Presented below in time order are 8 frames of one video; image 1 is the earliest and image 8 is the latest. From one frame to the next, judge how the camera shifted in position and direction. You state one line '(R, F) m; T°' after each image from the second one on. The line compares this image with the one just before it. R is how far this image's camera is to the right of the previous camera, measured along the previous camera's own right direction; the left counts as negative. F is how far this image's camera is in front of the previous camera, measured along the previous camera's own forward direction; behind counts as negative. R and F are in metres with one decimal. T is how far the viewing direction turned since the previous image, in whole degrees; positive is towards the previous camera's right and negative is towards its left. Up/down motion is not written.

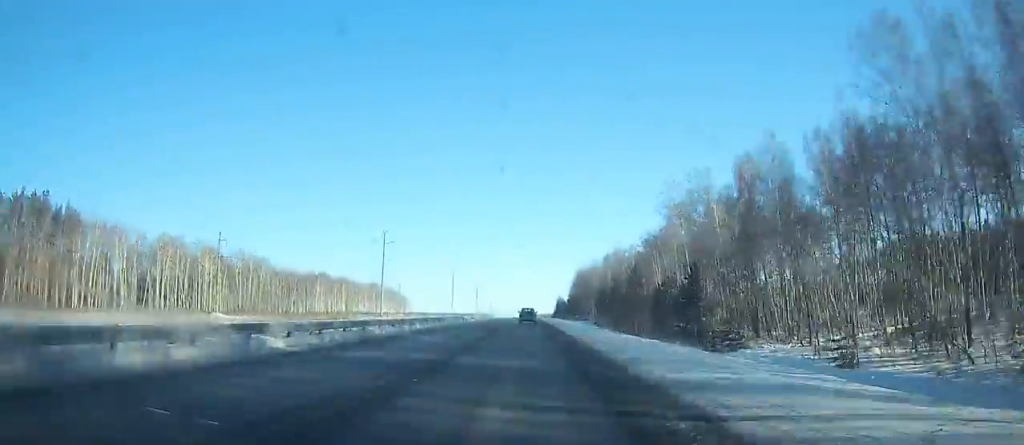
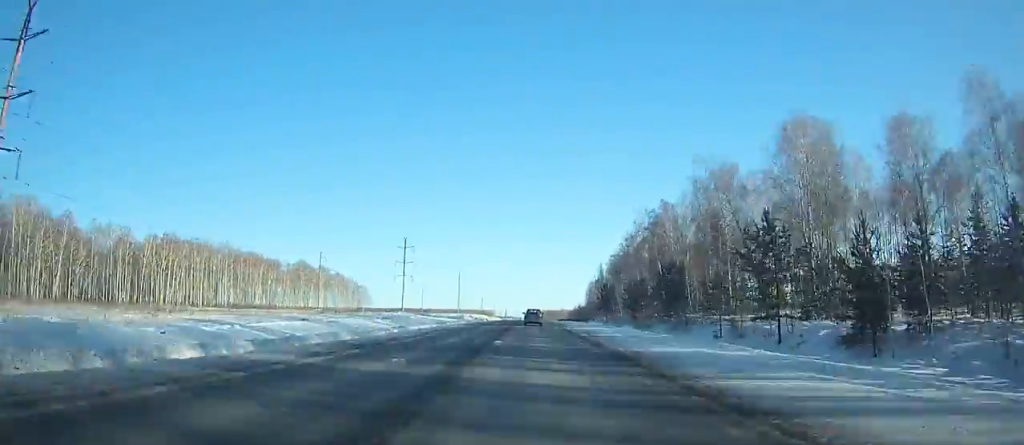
(-0.7, +134.8) m; 0°
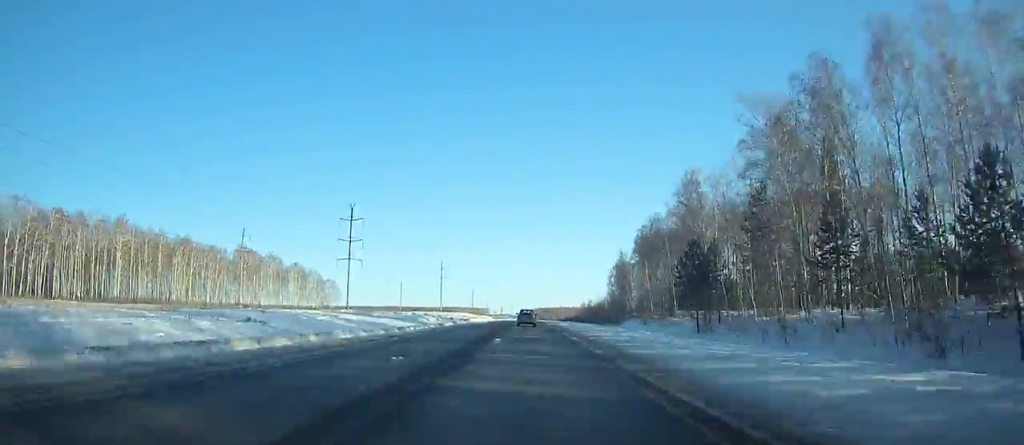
(+0.4, +55.8) m; 0°
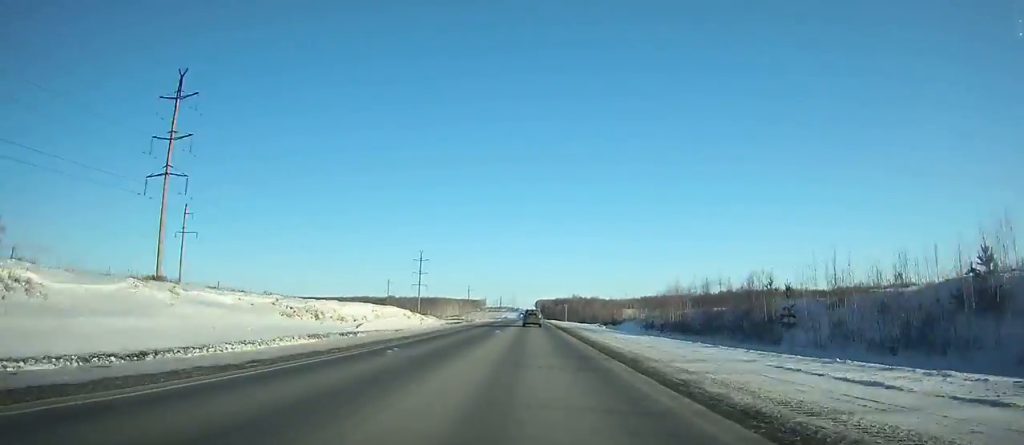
(-0.9, +227.9) m; -1°
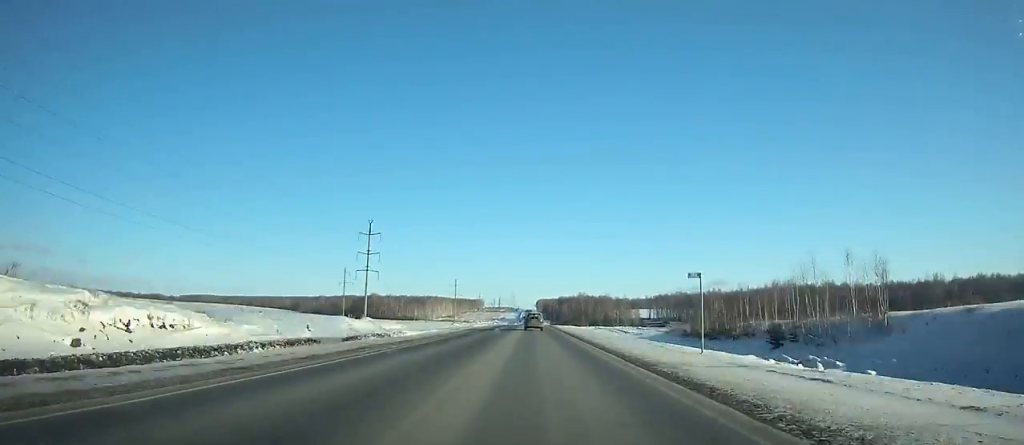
(-0.1, +74.1) m; 0°
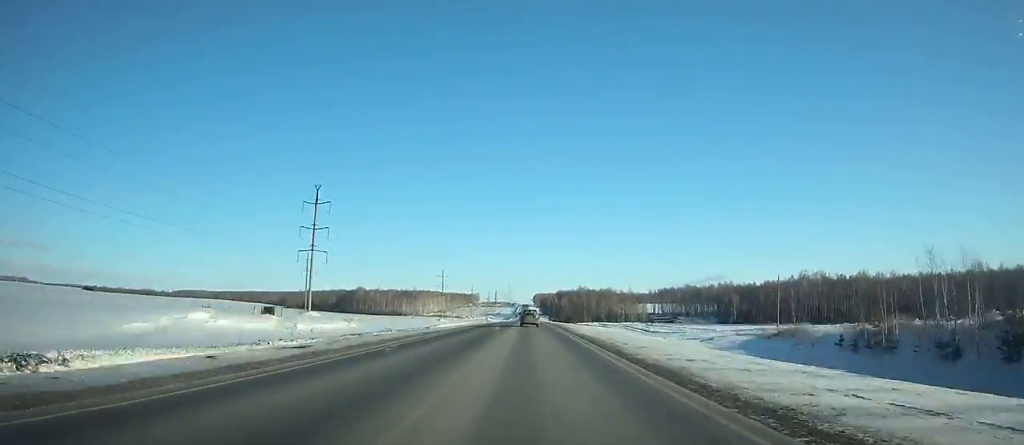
(0.0, +37.4) m; 0°
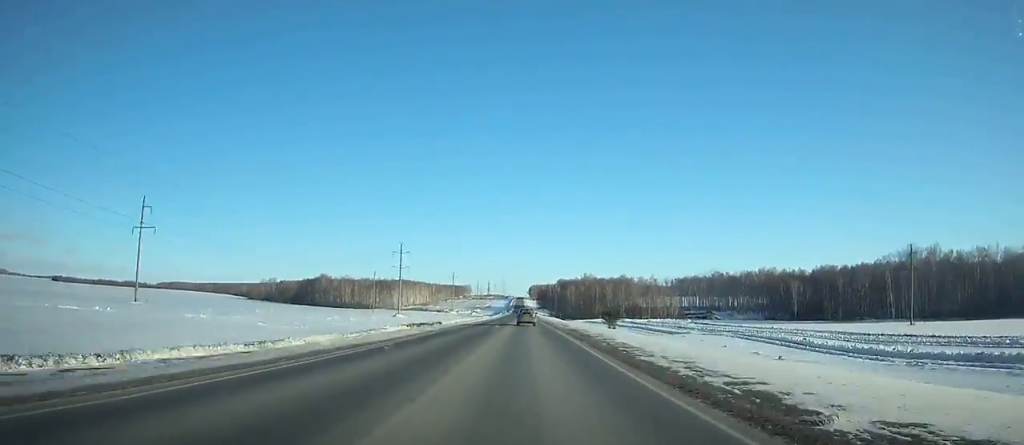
(+0.2, +87.8) m; 0°
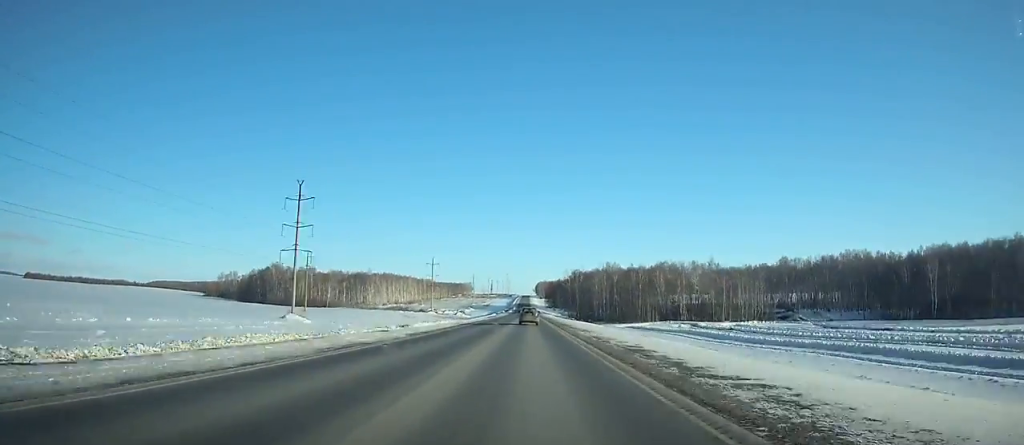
(+0.2, +98.2) m; 0°
